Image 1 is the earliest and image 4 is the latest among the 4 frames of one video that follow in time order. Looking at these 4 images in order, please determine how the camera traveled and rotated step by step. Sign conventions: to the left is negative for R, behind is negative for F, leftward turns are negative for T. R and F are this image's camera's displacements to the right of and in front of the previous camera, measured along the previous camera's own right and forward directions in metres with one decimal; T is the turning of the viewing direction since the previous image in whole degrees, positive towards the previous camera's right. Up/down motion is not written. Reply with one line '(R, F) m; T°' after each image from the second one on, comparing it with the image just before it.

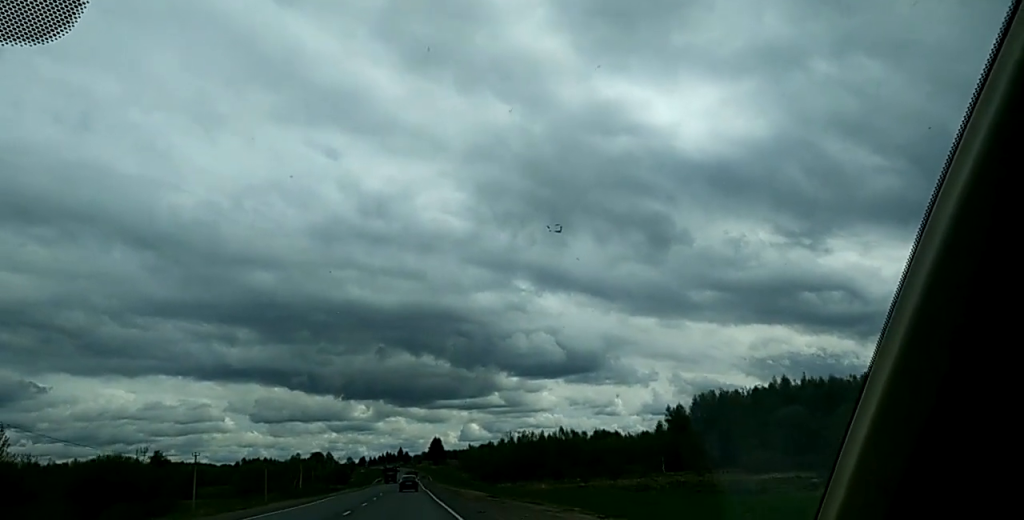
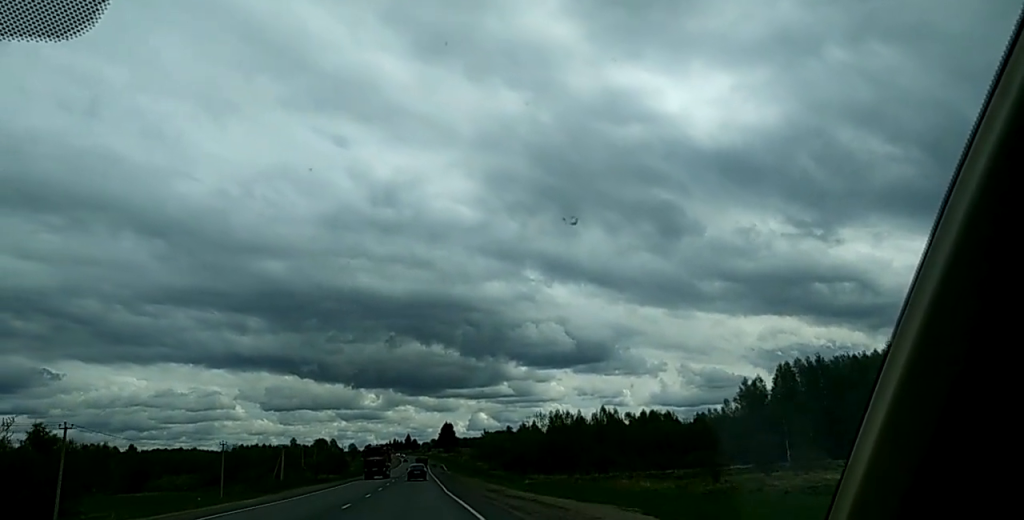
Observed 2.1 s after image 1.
(-0.4, +52.2) m; 0°
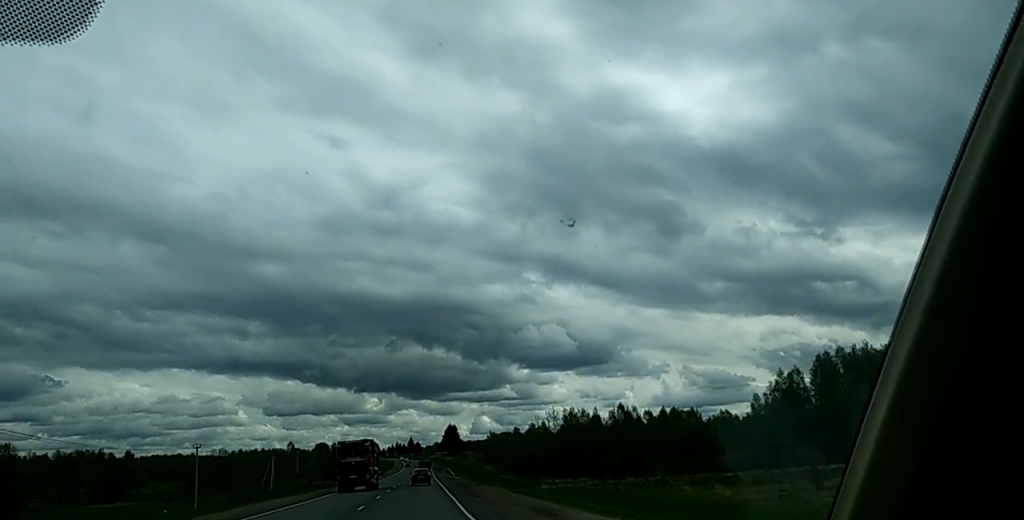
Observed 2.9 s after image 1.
(+0.1, +18.7) m; 0°
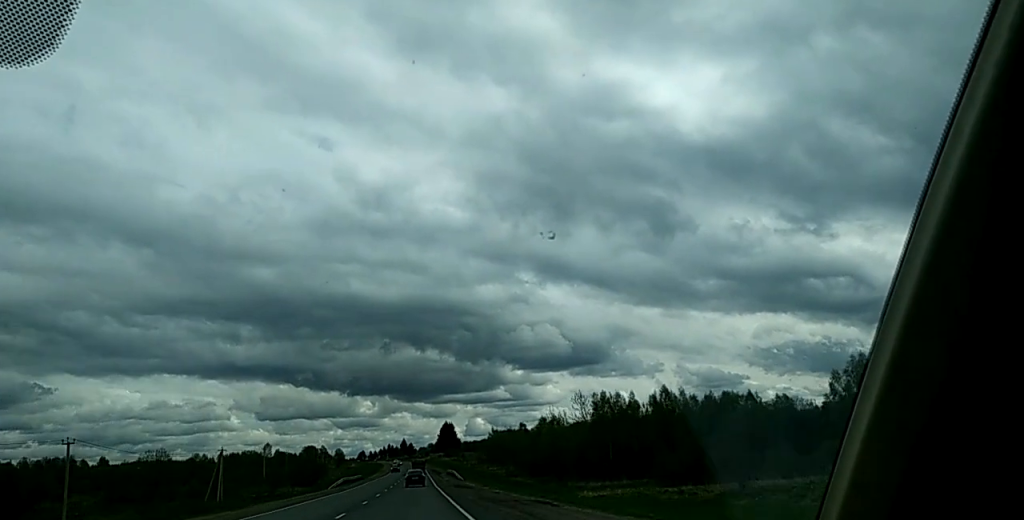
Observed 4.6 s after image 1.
(+0.2, +42.0) m; 0°
